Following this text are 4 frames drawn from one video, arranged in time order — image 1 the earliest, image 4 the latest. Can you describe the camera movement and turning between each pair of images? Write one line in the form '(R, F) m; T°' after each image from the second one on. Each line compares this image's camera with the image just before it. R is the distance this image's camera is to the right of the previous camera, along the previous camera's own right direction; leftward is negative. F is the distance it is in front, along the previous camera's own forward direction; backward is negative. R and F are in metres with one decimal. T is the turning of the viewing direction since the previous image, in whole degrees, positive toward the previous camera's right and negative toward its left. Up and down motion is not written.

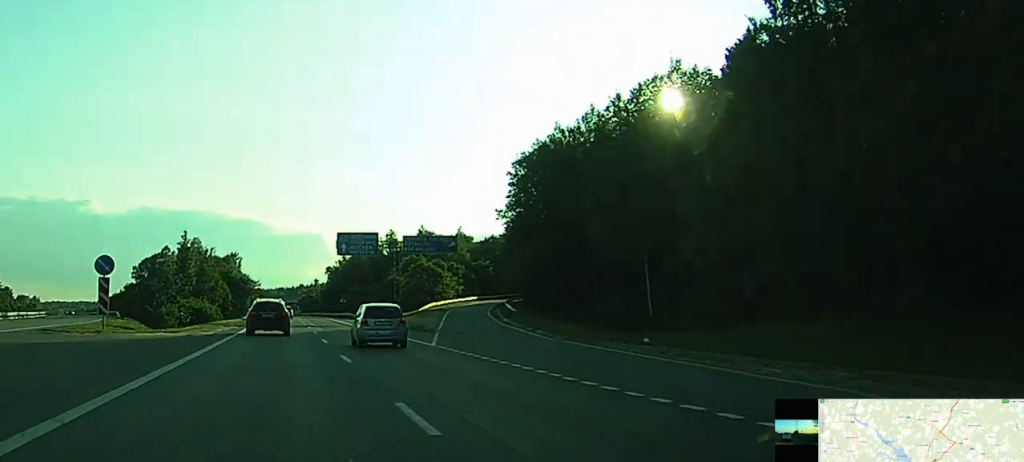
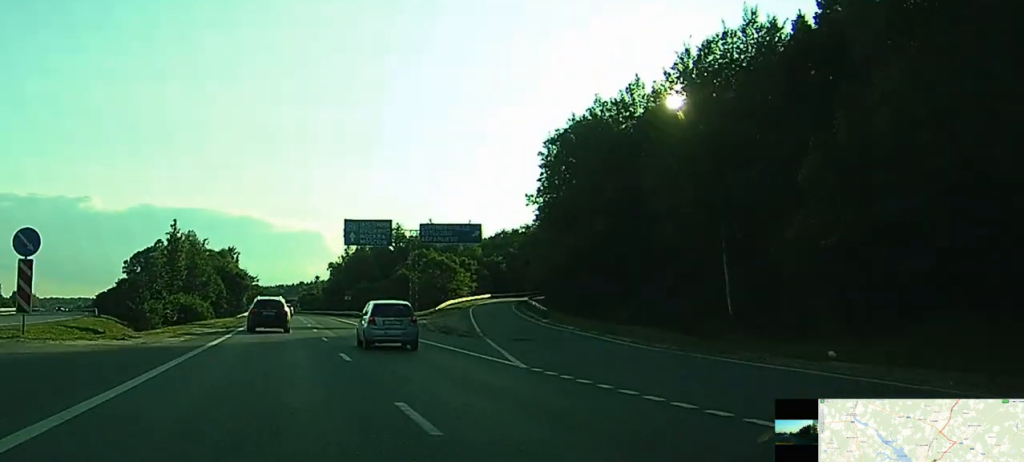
(0.0, +12.0) m; 0°
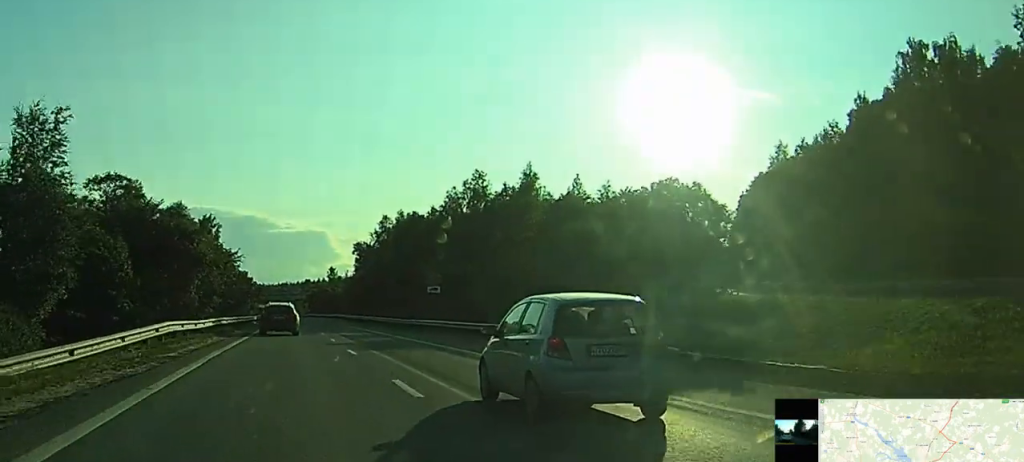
(-0.2, +79.5) m; 0°
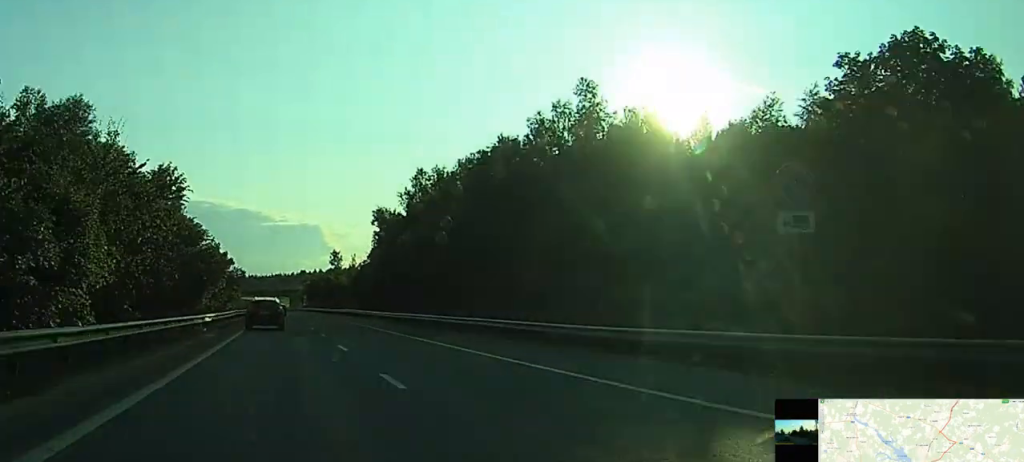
(-0.6, +46.1) m; -1°
